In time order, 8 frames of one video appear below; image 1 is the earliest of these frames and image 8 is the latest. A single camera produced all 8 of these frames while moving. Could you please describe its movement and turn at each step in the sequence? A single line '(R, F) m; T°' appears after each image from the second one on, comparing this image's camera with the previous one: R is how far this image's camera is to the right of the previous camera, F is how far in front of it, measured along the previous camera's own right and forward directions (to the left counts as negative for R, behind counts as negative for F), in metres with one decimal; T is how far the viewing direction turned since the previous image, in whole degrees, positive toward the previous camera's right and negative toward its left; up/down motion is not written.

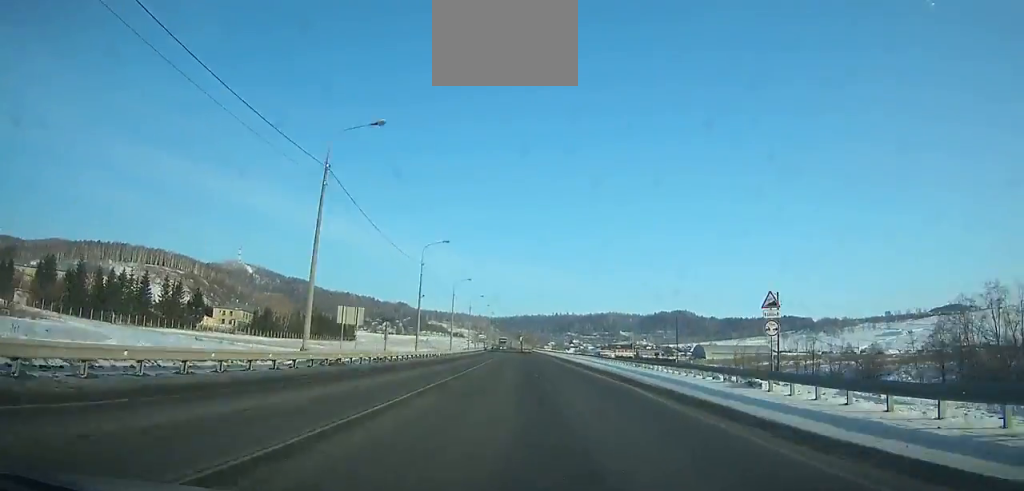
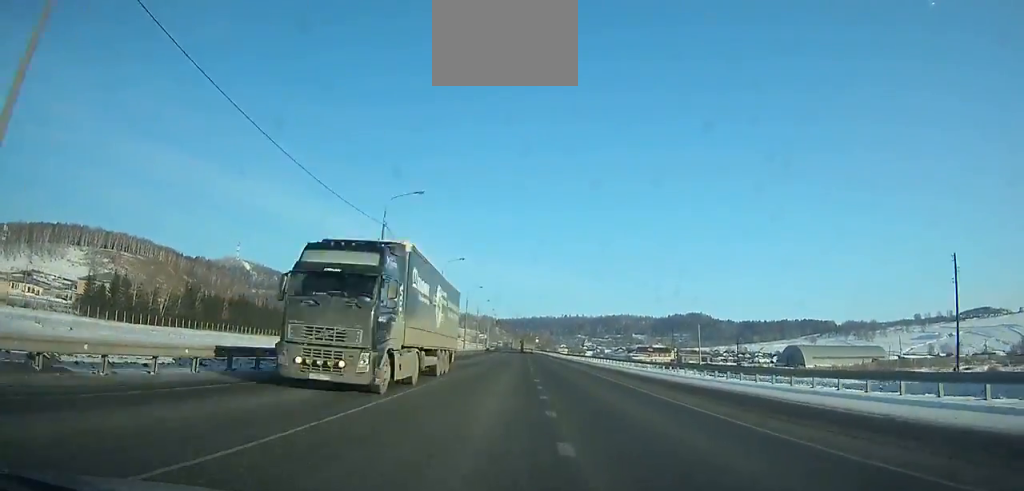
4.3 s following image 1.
(-0.9, +92.1) m; -1°
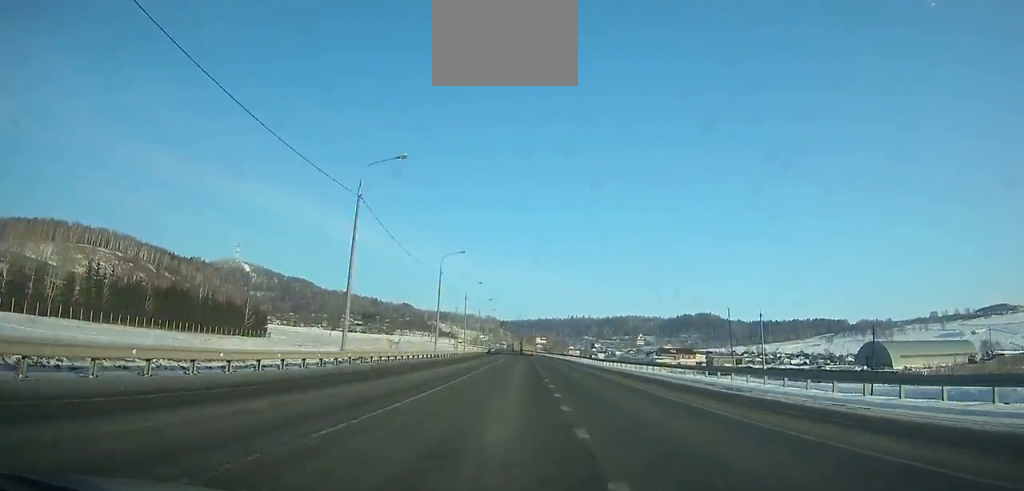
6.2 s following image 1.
(-0.2, +41.6) m; 0°
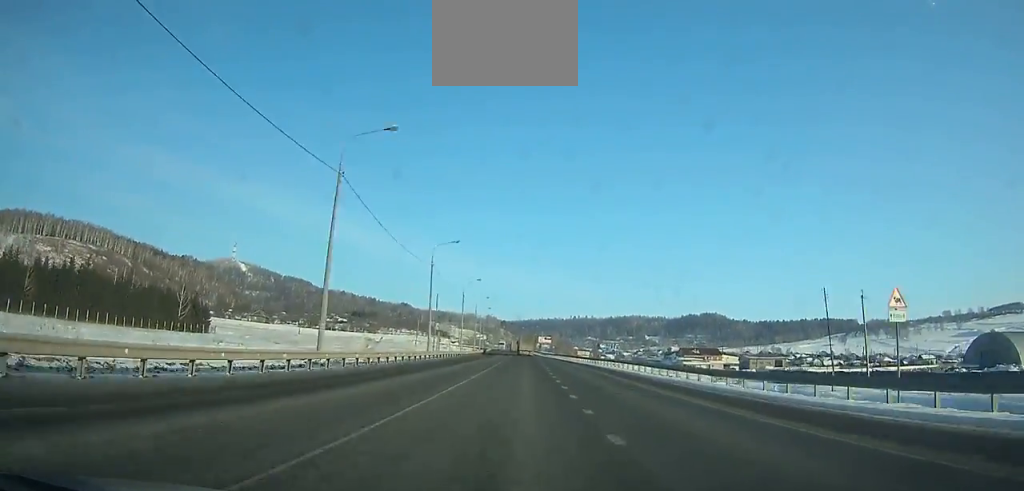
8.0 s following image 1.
(0.0, +39.1) m; 0°
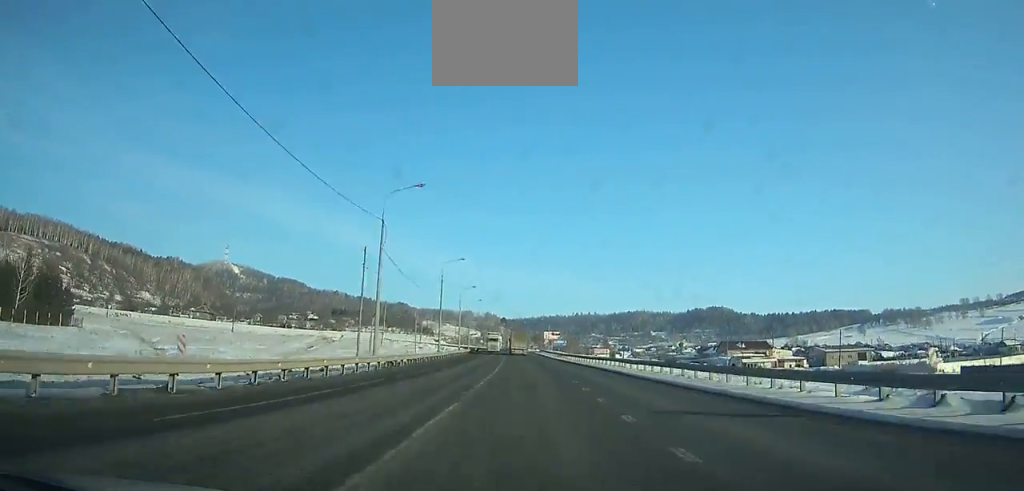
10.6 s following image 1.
(0.0, +55.8) m; 0°
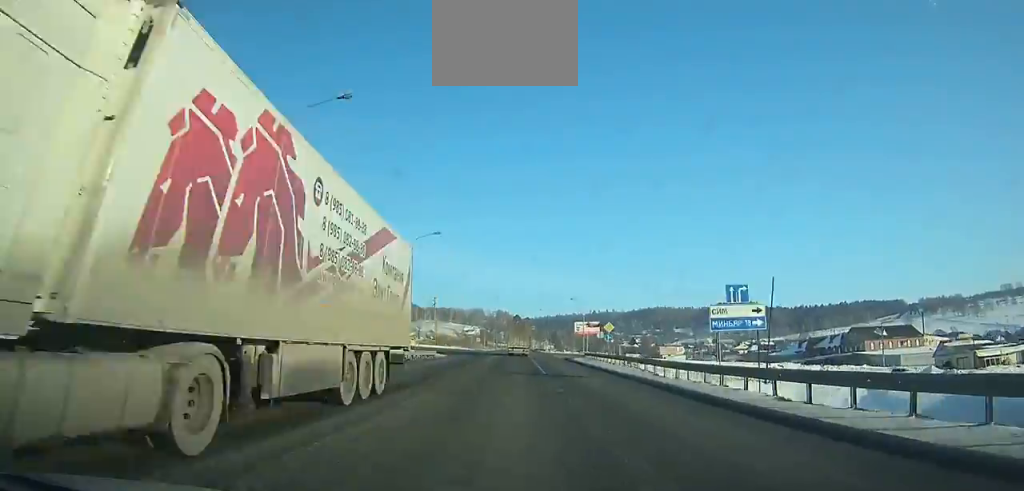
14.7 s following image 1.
(-1.0, +84.2) m; -2°
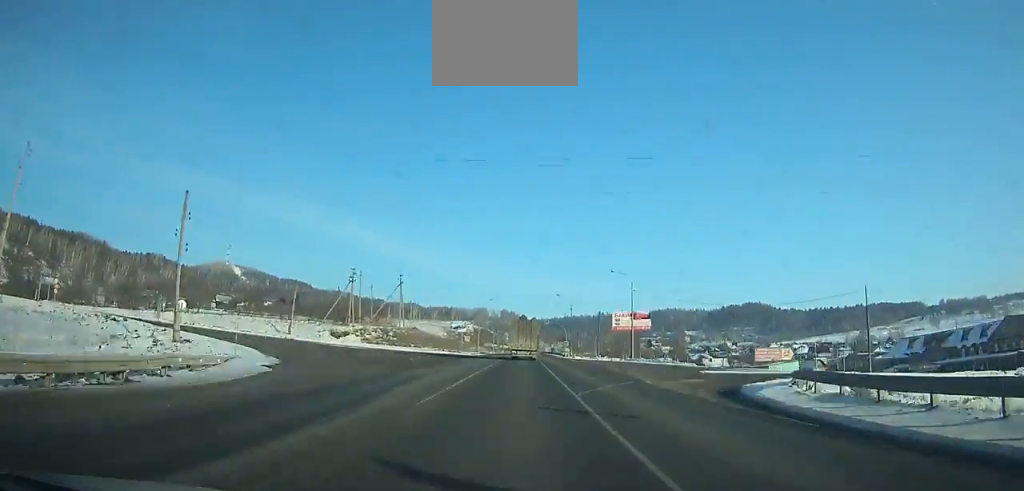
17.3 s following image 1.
(-0.5, +51.1) m; 0°
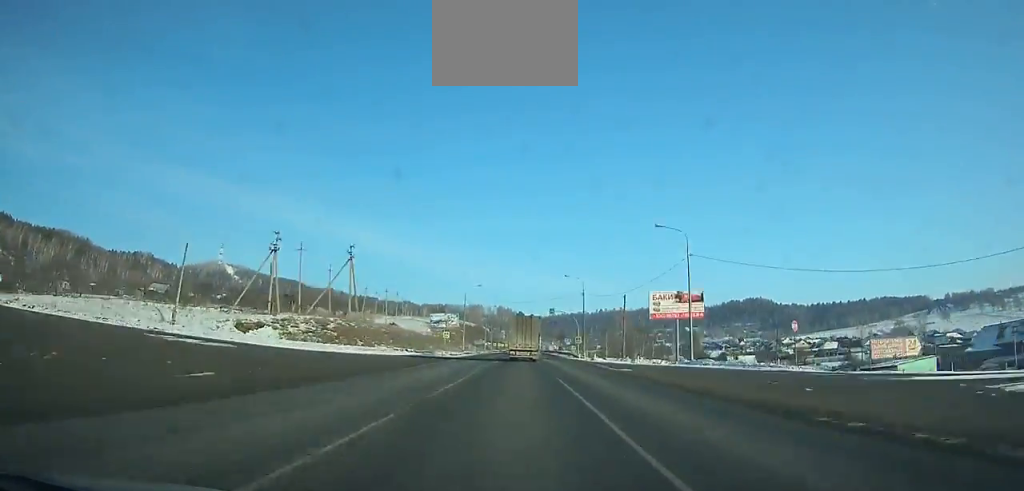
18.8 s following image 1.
(-0.1, +29.1) m; 0°
